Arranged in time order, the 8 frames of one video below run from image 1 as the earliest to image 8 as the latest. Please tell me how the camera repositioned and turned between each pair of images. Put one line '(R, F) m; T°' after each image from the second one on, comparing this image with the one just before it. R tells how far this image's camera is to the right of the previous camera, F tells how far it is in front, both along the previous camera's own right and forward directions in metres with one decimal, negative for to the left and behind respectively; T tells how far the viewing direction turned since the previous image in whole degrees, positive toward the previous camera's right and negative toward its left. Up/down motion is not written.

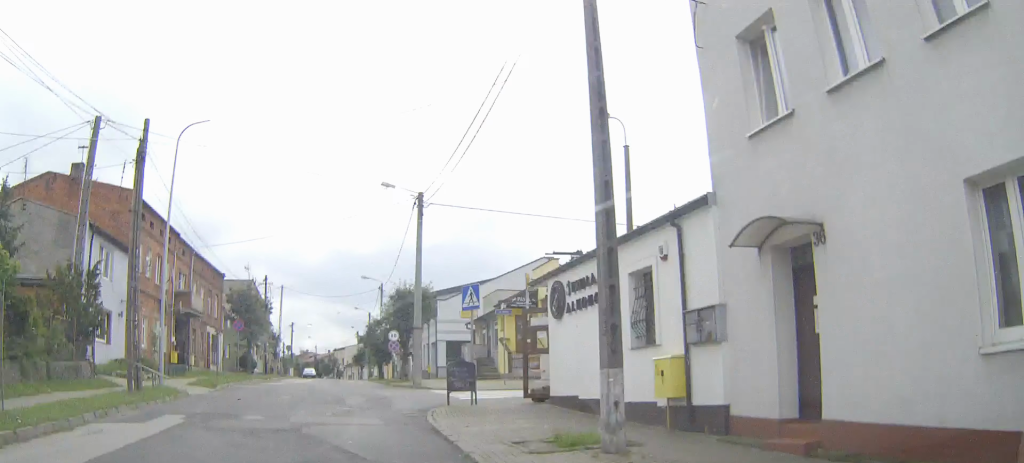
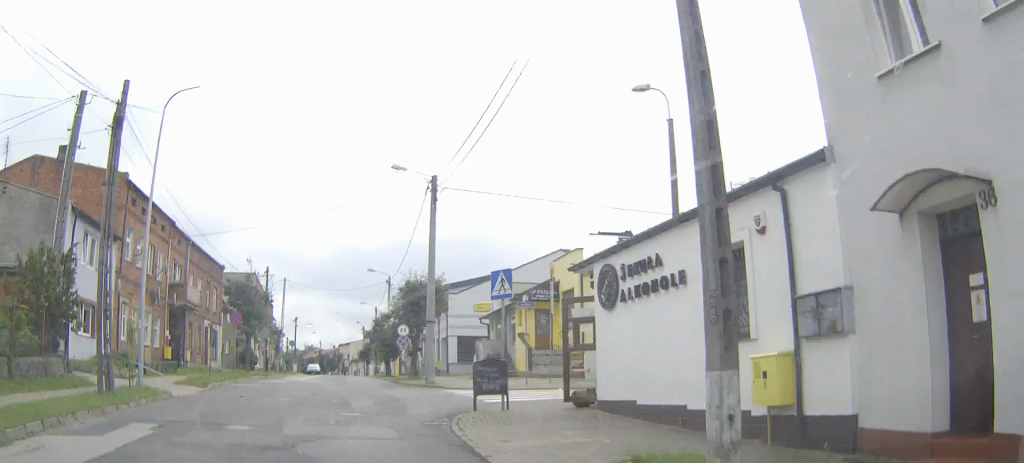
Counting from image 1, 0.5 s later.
(0.0, +2.8) m; 0°
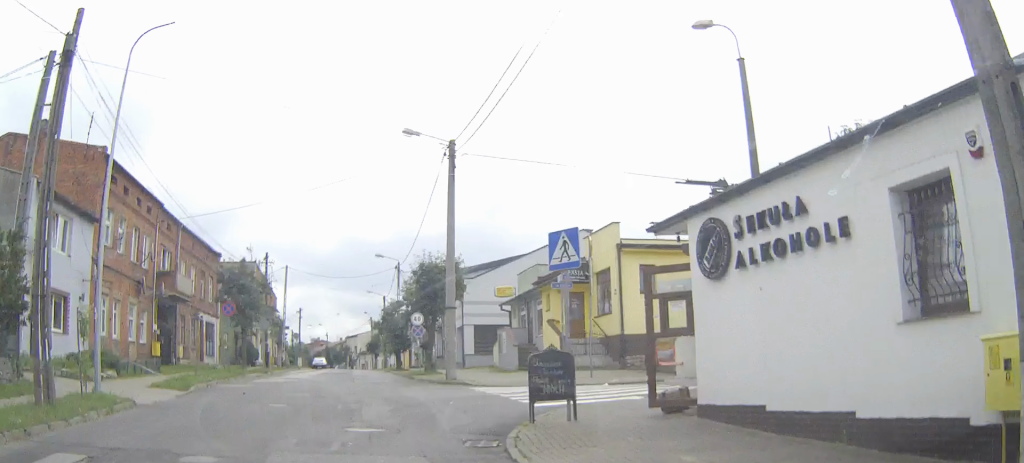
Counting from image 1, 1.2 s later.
(+0.1, +4.0) m; 0°
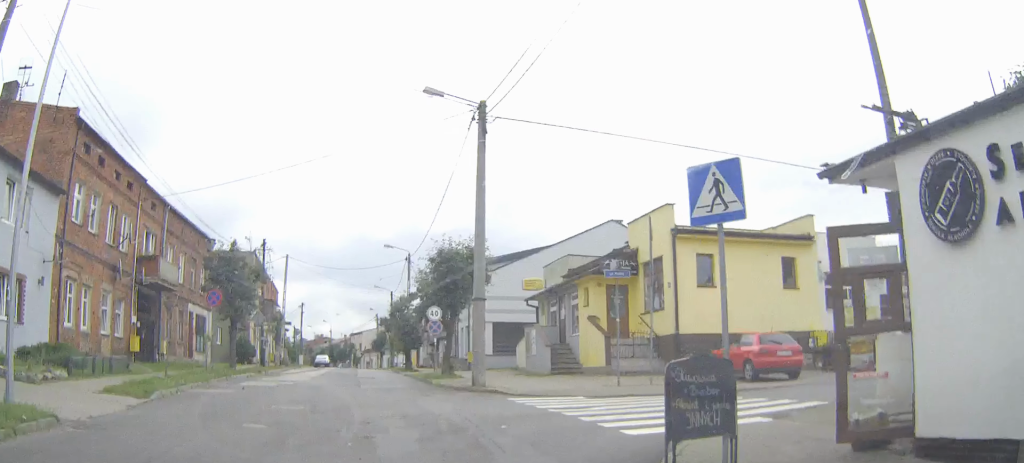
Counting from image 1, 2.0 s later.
(-0.1, +4.6) m; -1°
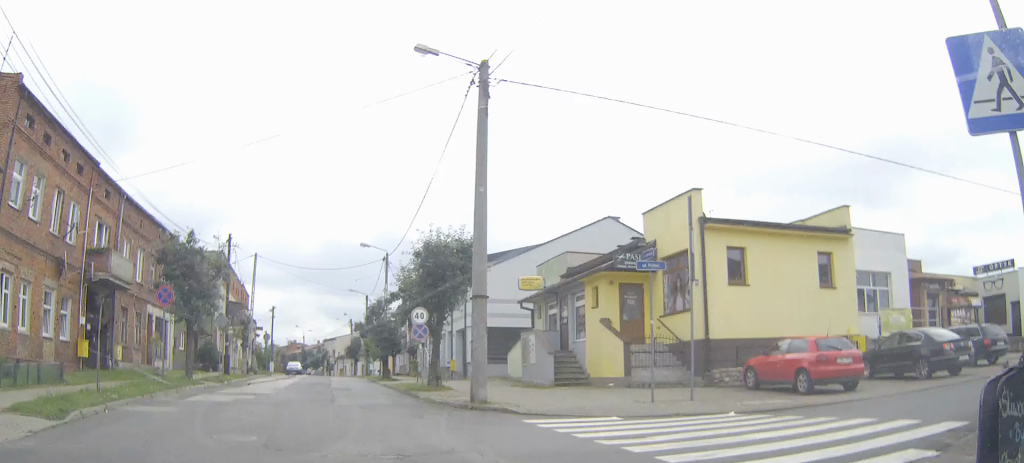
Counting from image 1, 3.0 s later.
(0.0, +4.8) m; +4°
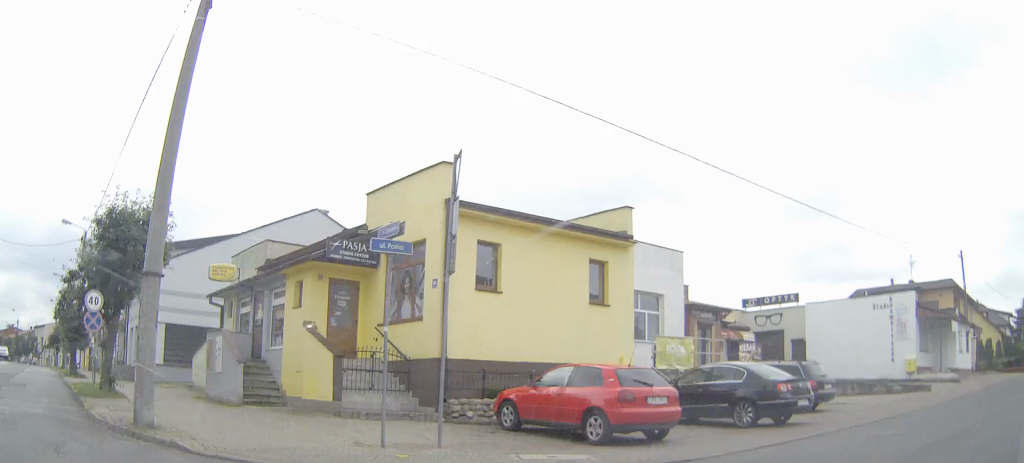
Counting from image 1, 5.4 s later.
(+1.7, +6.9) m; +38°
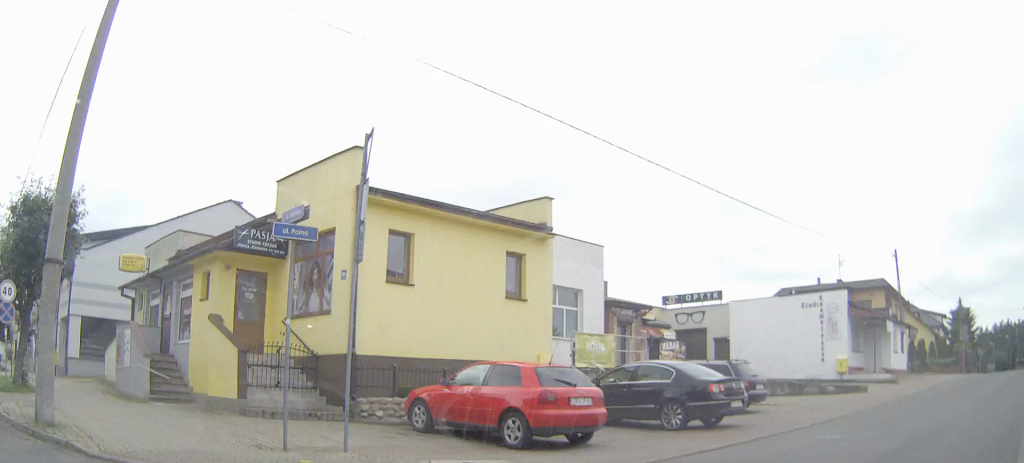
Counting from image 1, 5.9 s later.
(+0.1, +0.9) m; +8°
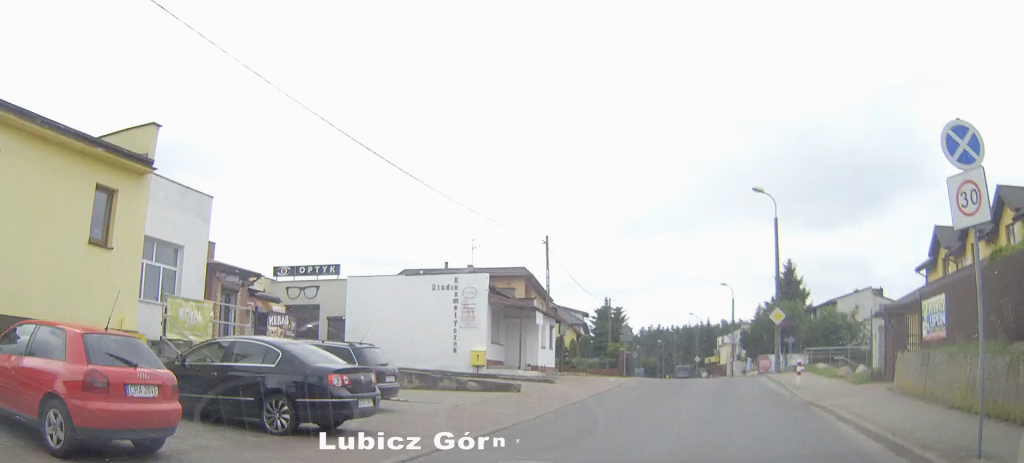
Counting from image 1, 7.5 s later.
(+0.7, +3.3) m; +21°
